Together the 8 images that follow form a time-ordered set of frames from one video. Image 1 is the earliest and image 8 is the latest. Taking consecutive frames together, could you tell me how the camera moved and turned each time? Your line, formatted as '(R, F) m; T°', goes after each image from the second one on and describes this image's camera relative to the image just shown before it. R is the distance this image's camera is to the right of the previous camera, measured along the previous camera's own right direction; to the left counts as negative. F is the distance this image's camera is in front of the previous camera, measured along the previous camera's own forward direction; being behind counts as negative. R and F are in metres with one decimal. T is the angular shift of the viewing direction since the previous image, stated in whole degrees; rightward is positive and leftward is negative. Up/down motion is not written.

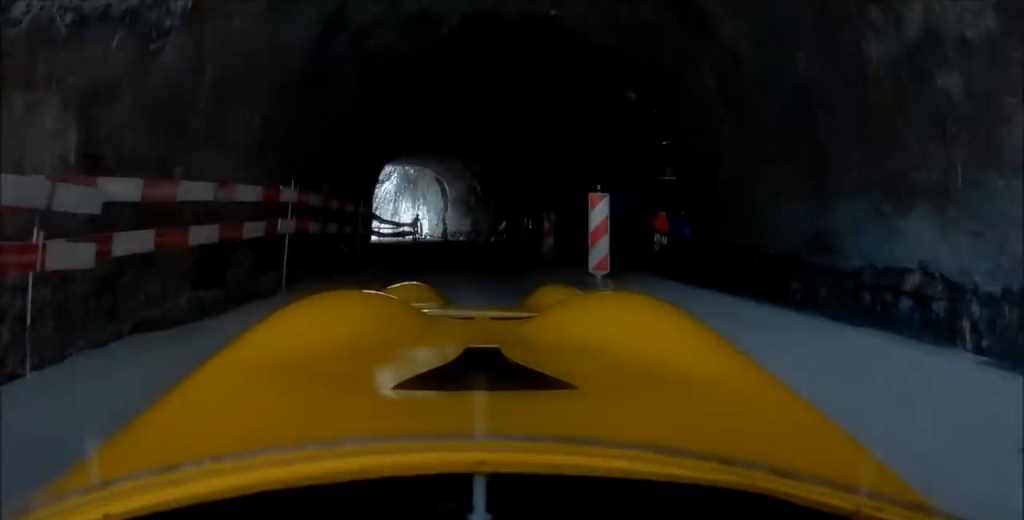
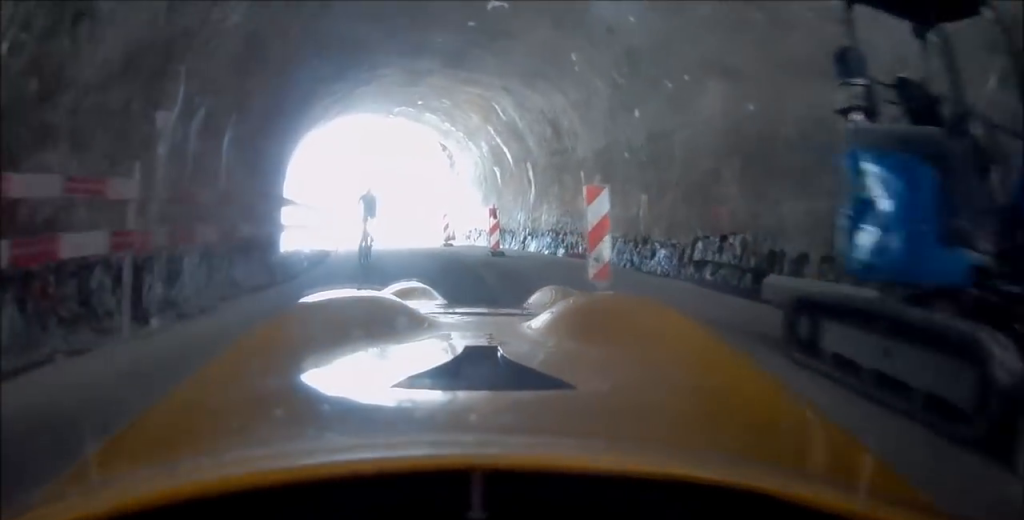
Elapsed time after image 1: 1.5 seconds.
(-0.3, +20.0) m; +1°
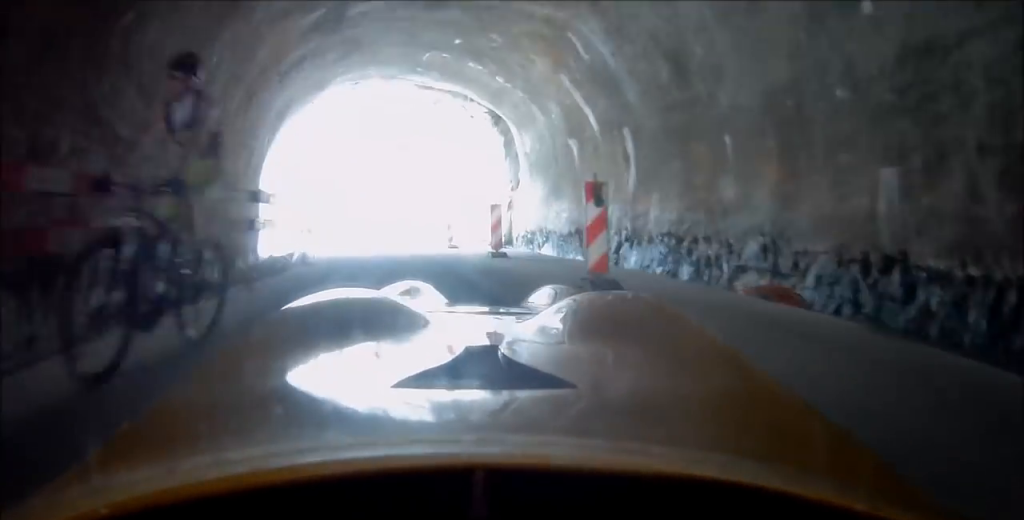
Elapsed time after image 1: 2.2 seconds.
(+0.2, +9.4) m; -2°
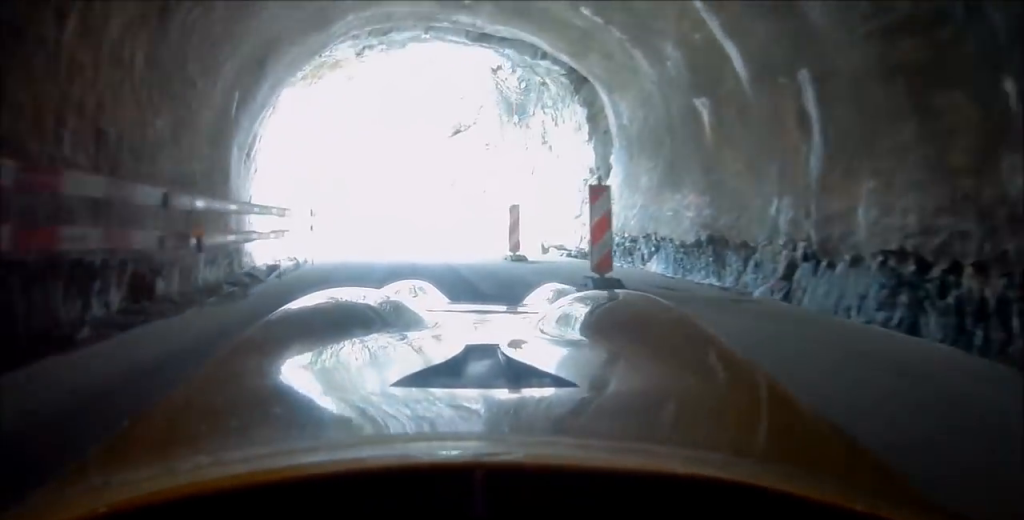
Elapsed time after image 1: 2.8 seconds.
(+0.1, +6.9) m; -4°
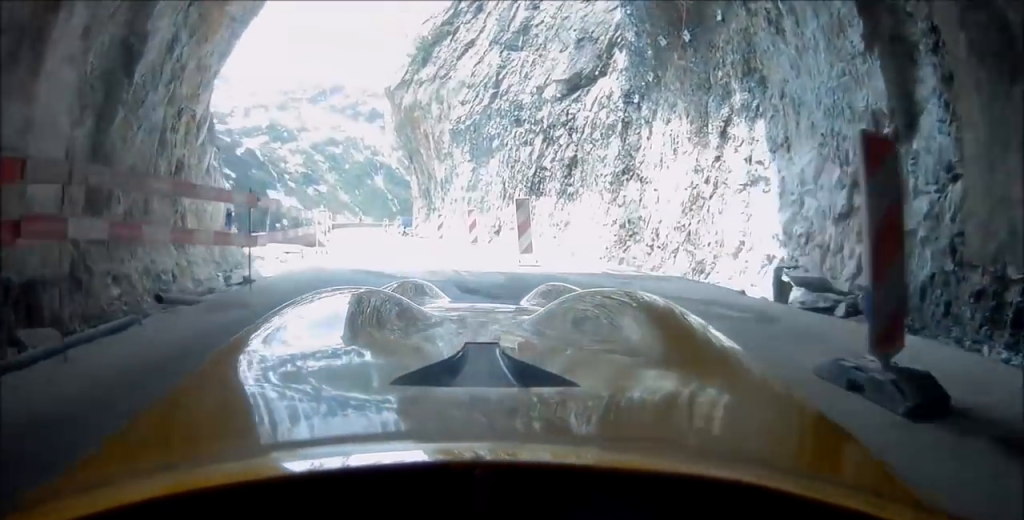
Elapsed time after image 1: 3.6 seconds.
(-0.5, +10.6) m; -16°
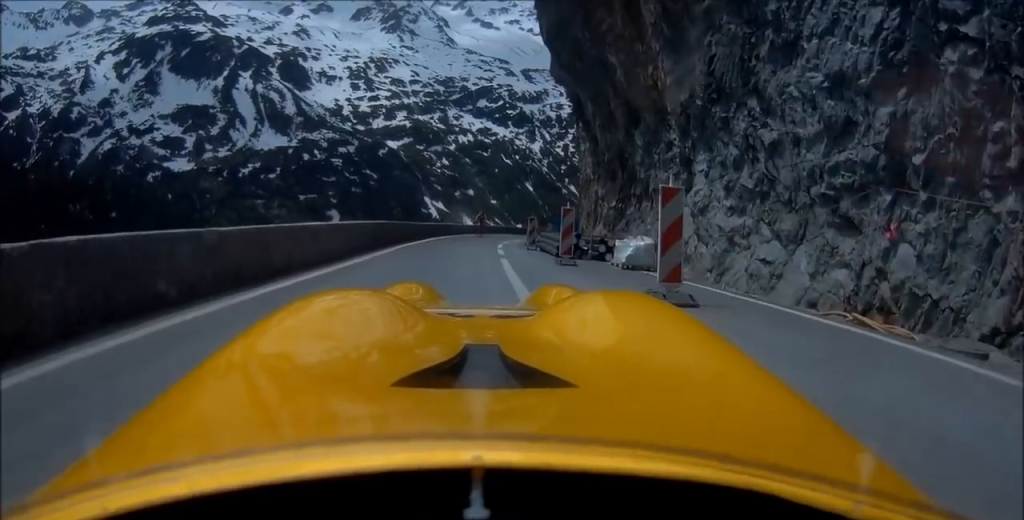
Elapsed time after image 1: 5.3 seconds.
(-7.7, +25.9) m; -18°
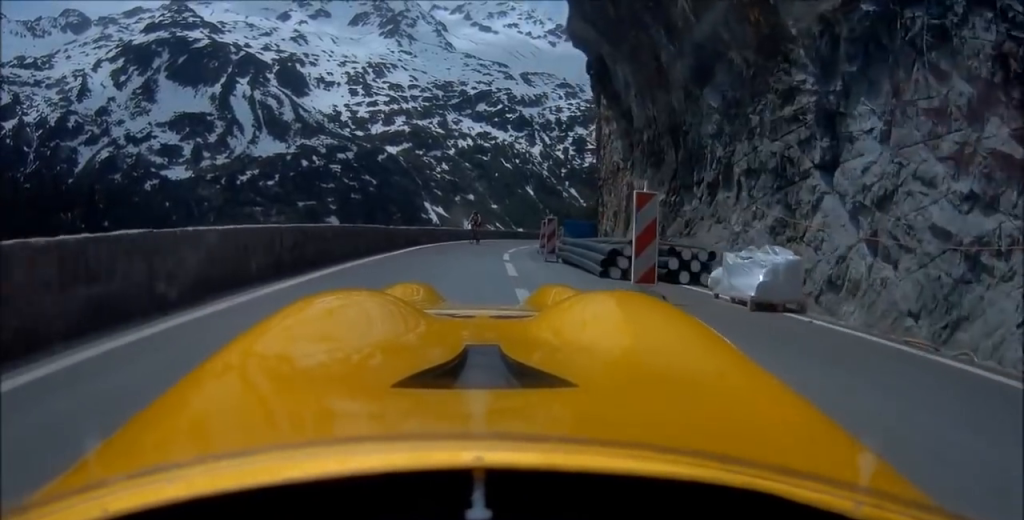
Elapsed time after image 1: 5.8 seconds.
(-0.2, +6.8) m; 0°
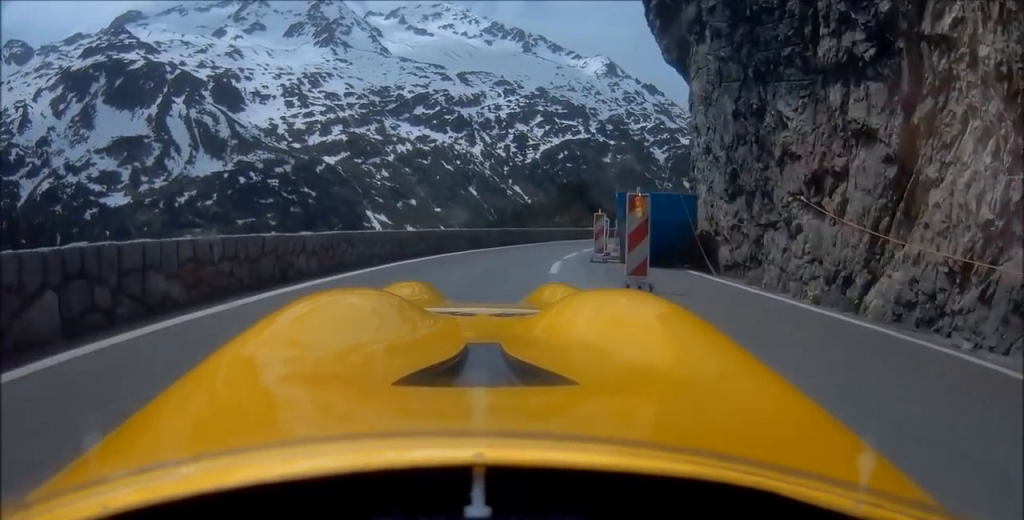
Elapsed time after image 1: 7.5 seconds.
(+0.5, +25.7) m; +5°
